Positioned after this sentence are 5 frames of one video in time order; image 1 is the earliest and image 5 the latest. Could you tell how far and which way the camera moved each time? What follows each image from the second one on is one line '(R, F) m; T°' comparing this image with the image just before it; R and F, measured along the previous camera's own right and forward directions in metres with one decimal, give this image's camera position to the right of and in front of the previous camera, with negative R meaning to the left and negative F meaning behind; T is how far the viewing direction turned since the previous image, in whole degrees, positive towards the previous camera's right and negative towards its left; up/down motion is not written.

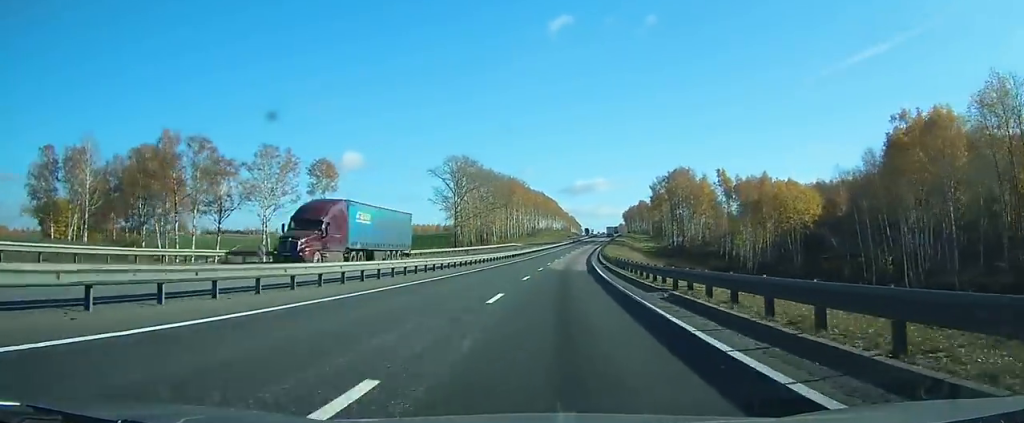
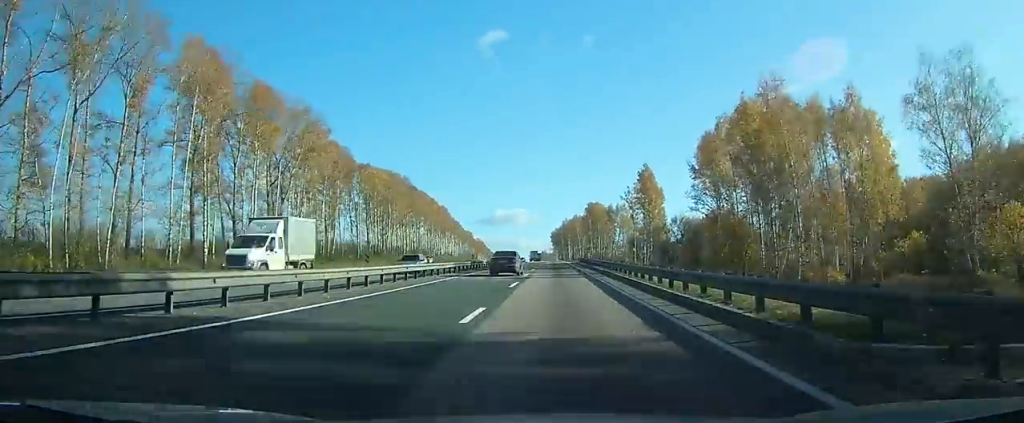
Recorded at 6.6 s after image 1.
(+13.0, +172.9) m; +7°
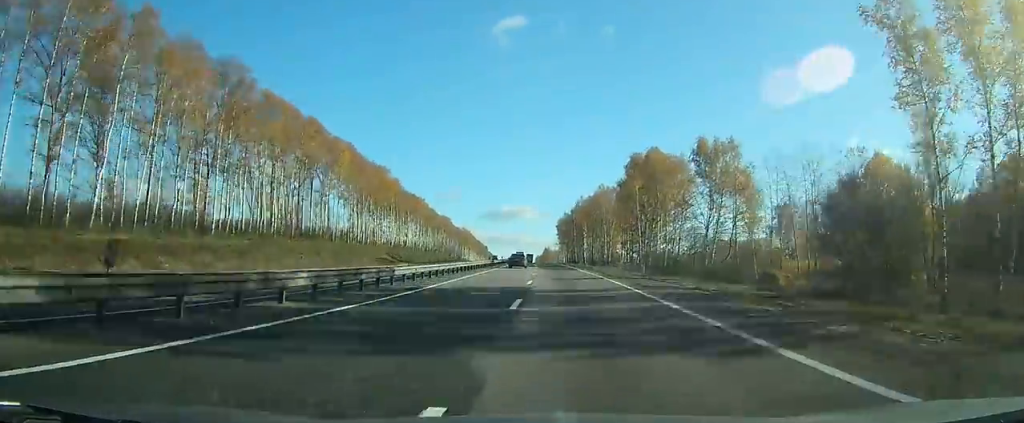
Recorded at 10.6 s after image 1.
(+0.2, +101.5) m; 0°
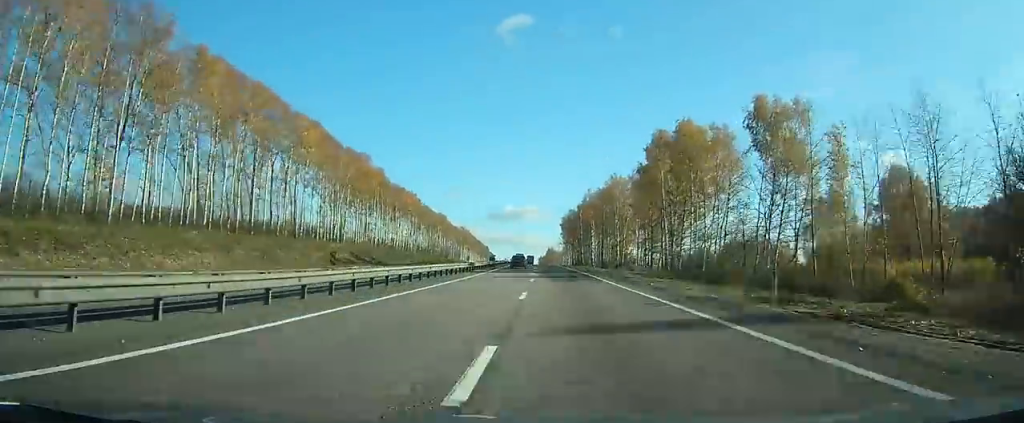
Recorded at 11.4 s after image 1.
(0.0, +21.9) m; 0°
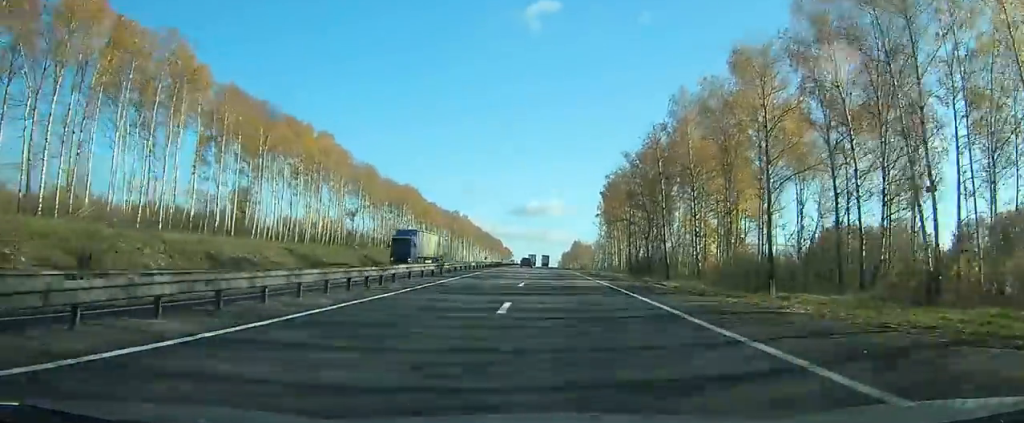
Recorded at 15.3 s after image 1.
(-1.9, +103.3) m; -2°
